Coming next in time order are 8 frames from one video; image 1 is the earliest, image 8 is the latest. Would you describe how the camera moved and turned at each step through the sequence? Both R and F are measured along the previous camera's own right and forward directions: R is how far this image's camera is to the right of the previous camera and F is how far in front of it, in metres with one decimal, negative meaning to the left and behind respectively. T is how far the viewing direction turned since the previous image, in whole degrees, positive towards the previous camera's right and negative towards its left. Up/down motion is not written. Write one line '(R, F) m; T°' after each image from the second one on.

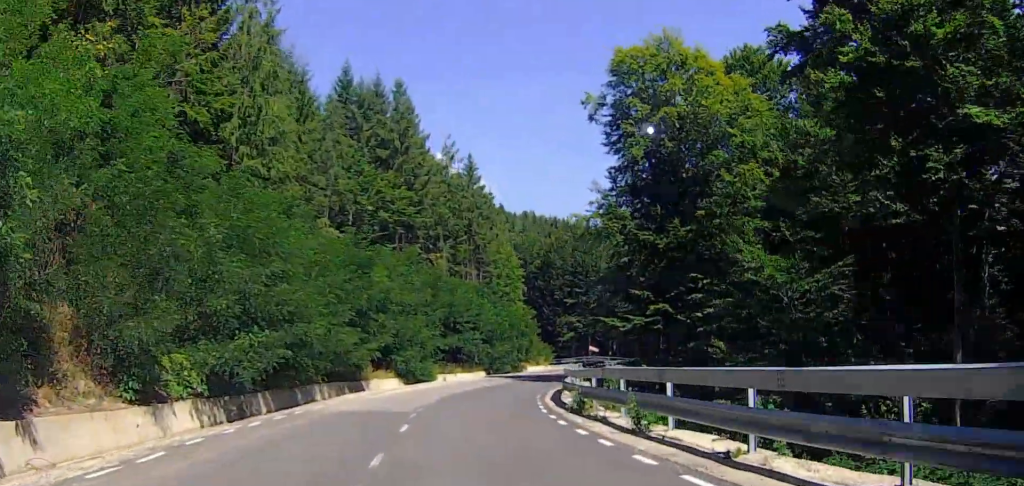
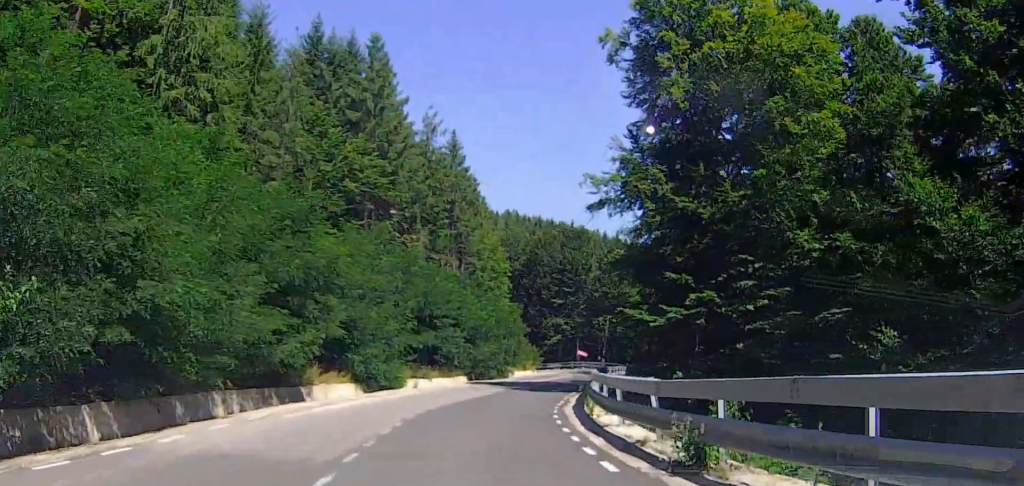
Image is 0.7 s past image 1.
(-0.8, +9.2) m; -3°
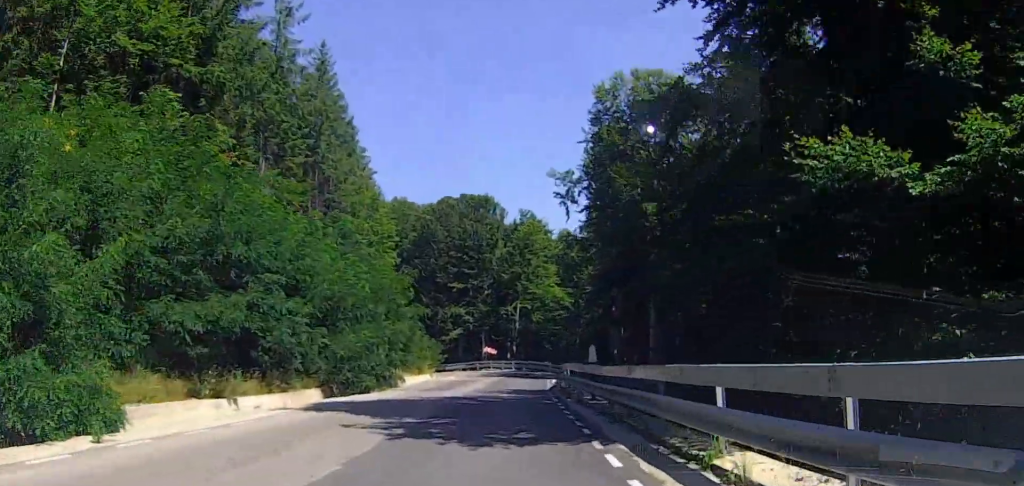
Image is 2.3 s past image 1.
(+1.7, +22.5) m; +11°
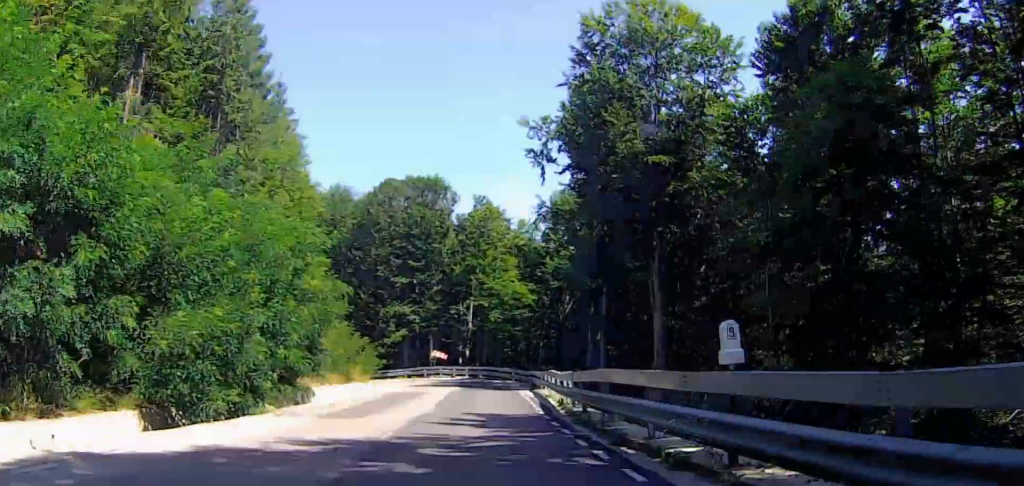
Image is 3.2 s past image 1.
(+1.0, +13.7) m; +6°
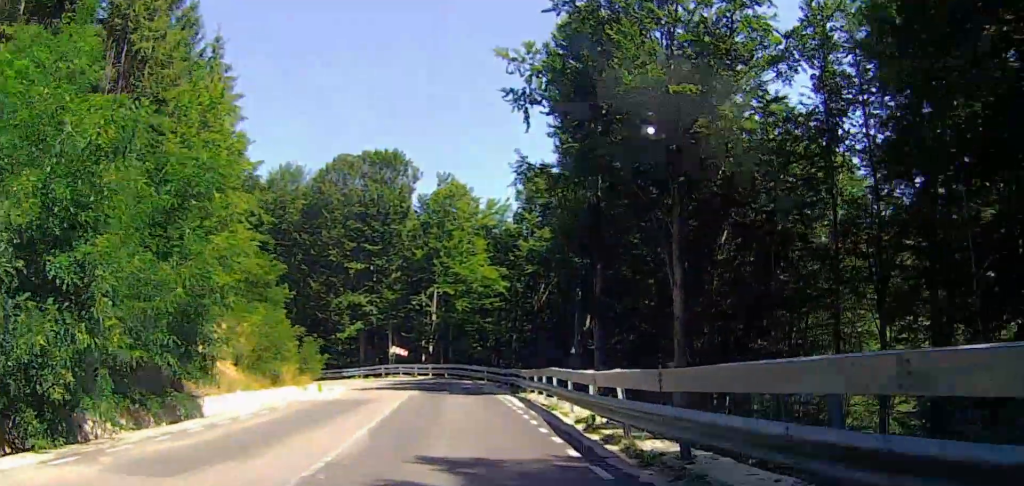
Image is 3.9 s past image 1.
(+0.3, +9.6) m; +2°
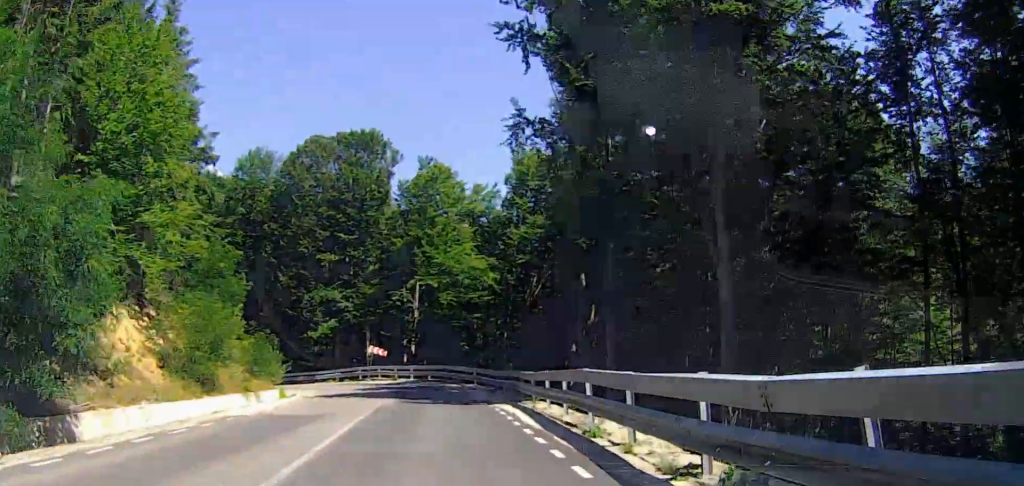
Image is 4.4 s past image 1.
(+0.1, +6.0) m; +2°
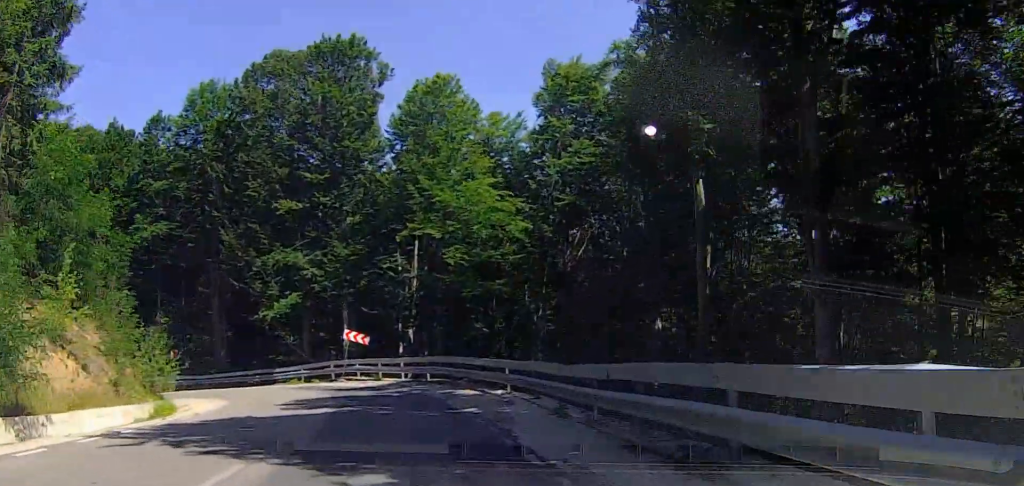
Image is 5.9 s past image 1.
(+0.6, +16.1) m; -3°
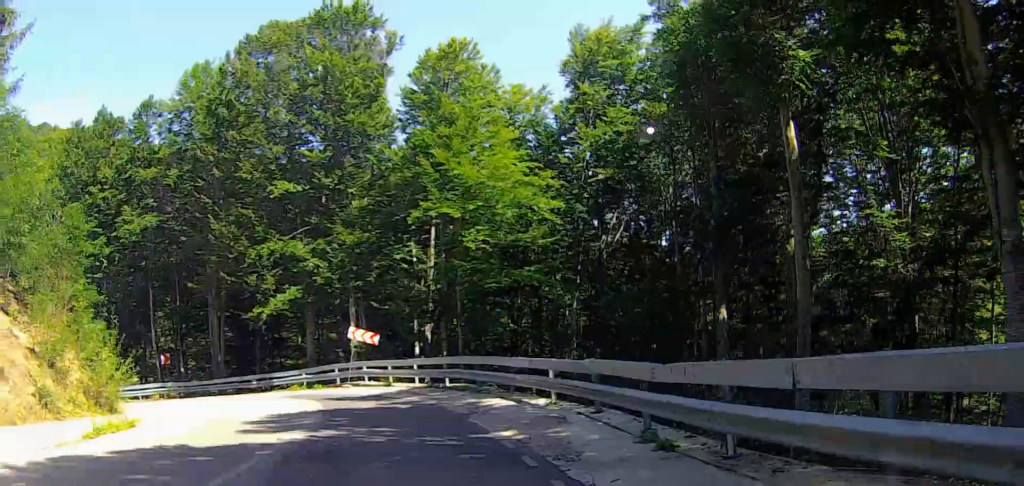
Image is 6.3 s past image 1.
(-0.5, +4.6) m; -3°
